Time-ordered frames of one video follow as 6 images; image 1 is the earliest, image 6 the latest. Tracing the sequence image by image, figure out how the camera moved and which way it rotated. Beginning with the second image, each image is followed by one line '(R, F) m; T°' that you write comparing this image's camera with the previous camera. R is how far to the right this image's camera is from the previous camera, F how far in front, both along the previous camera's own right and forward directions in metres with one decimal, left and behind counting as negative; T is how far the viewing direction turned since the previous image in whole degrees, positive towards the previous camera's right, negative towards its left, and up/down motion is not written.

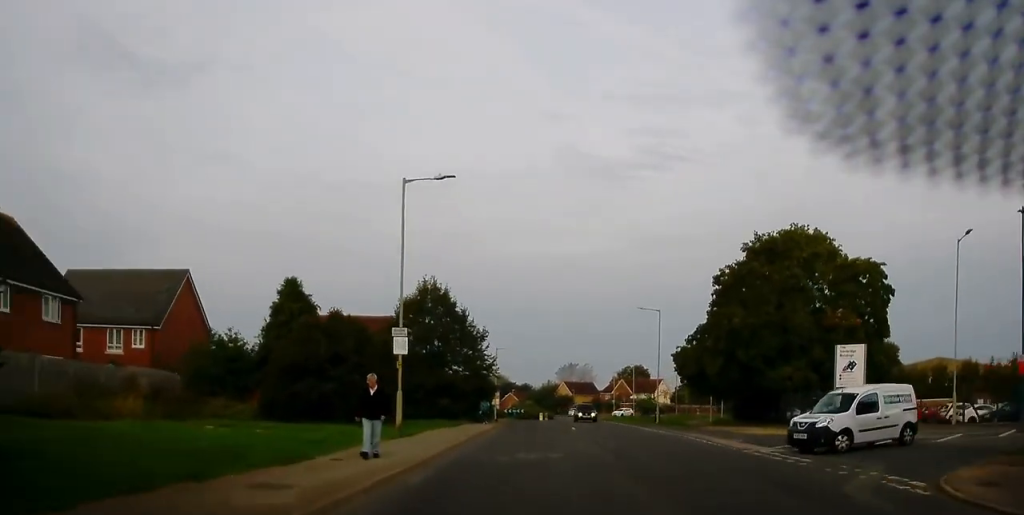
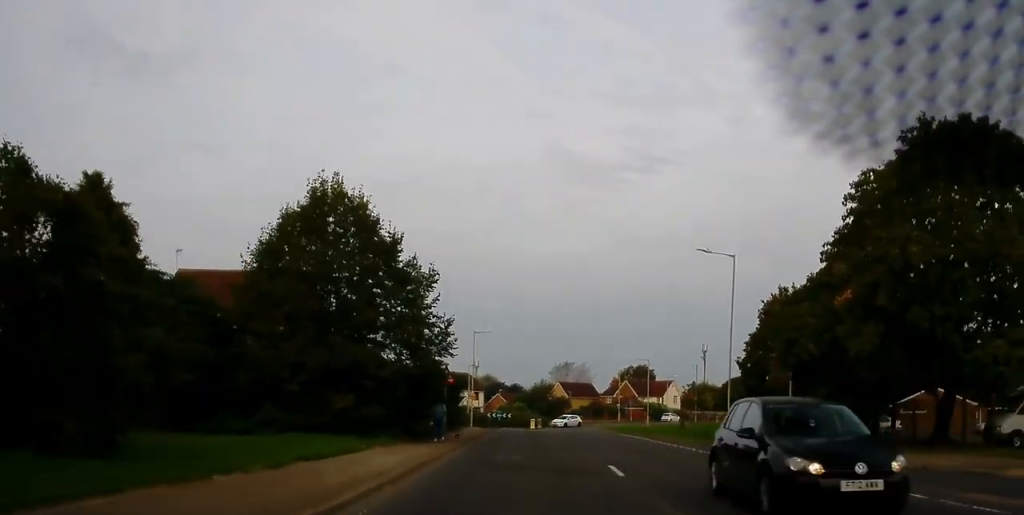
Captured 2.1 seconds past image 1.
(+0.1, +22.8) m; 0°
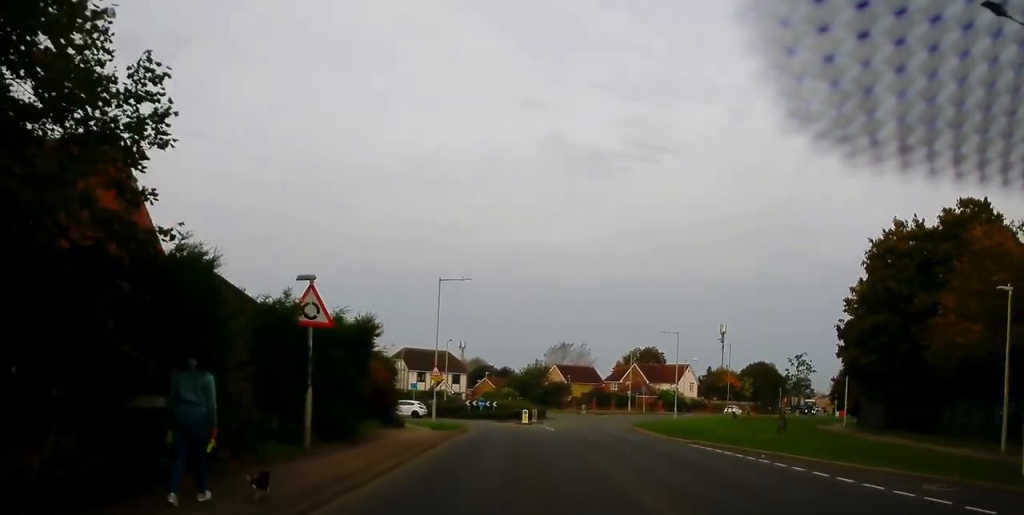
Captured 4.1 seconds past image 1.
(+0.8, +22.2) m; +3°
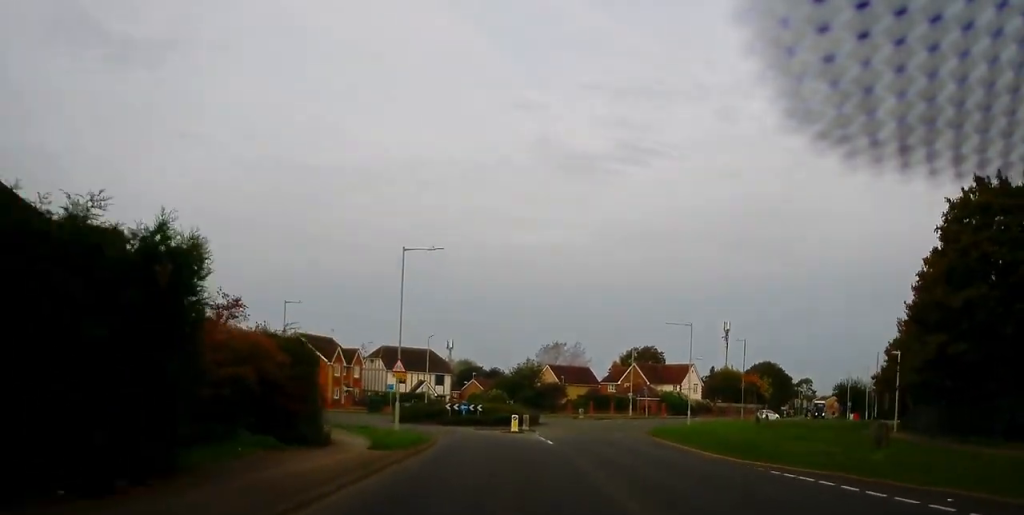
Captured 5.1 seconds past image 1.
(0.0, +9.9) m; -2°
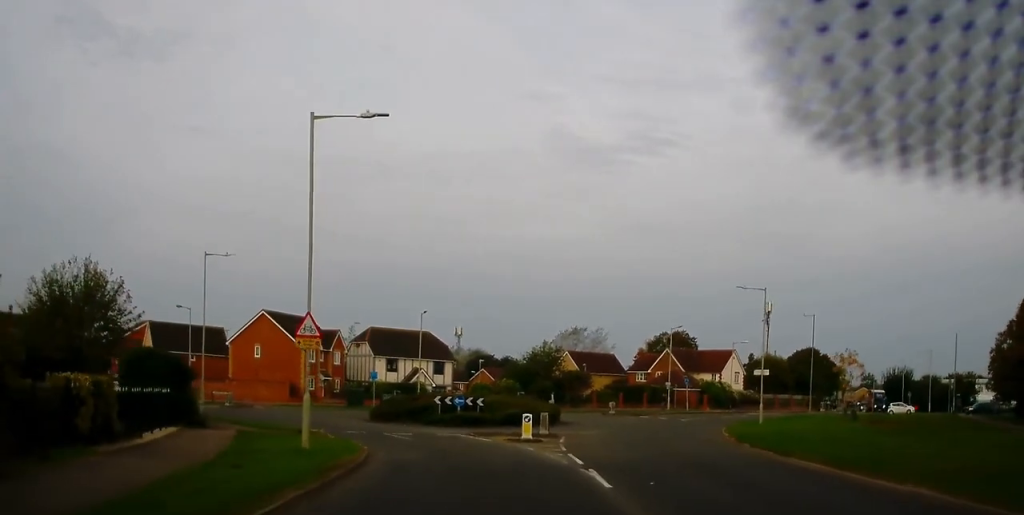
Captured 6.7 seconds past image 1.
(-0.4, +16.4) m; -1°
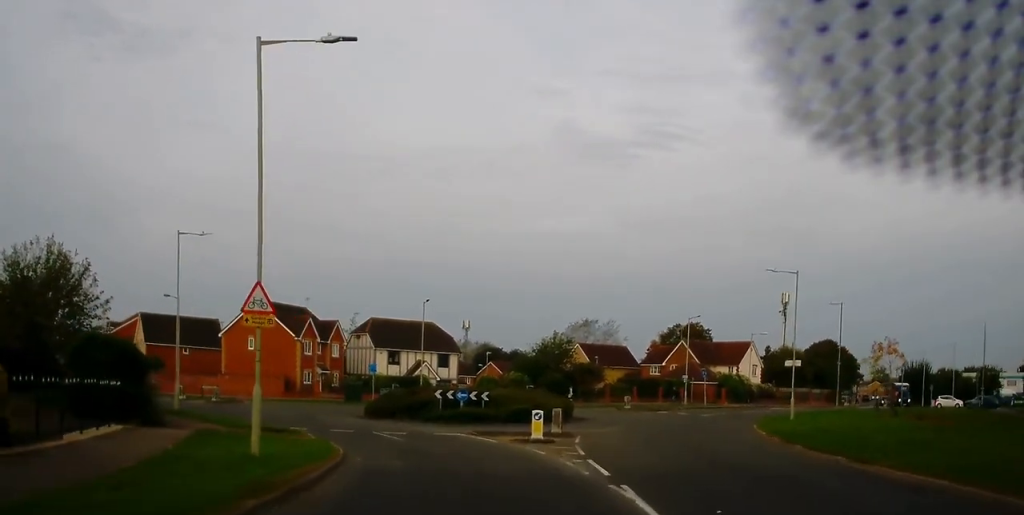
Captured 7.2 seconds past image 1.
(+0.3, +4.3) m; -1°
